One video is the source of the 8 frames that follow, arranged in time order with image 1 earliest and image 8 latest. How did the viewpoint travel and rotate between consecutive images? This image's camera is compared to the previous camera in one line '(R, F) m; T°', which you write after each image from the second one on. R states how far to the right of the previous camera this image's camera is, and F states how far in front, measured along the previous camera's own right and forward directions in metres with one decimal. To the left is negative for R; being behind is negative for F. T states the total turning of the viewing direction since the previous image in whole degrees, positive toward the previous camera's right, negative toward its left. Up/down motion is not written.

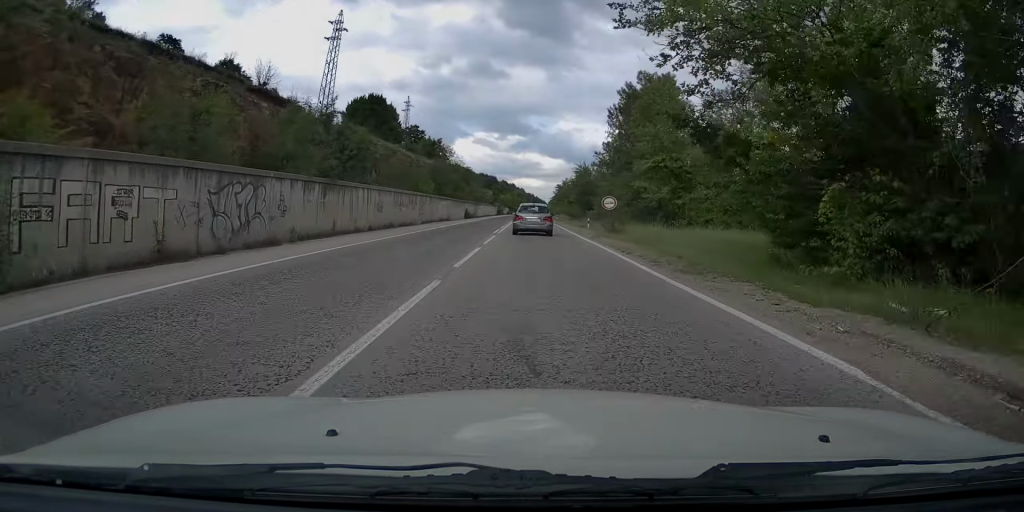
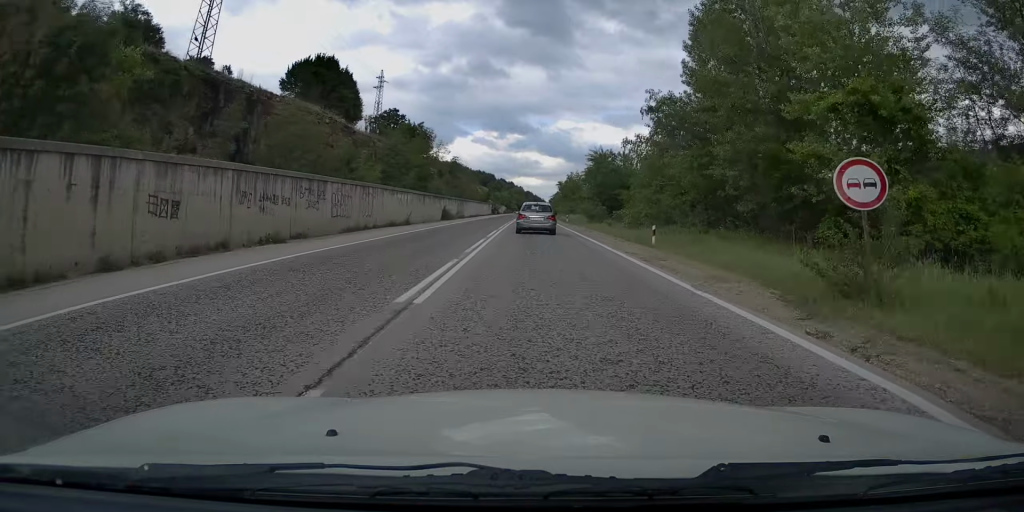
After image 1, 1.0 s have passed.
(0.0, +23.3) m; +1°
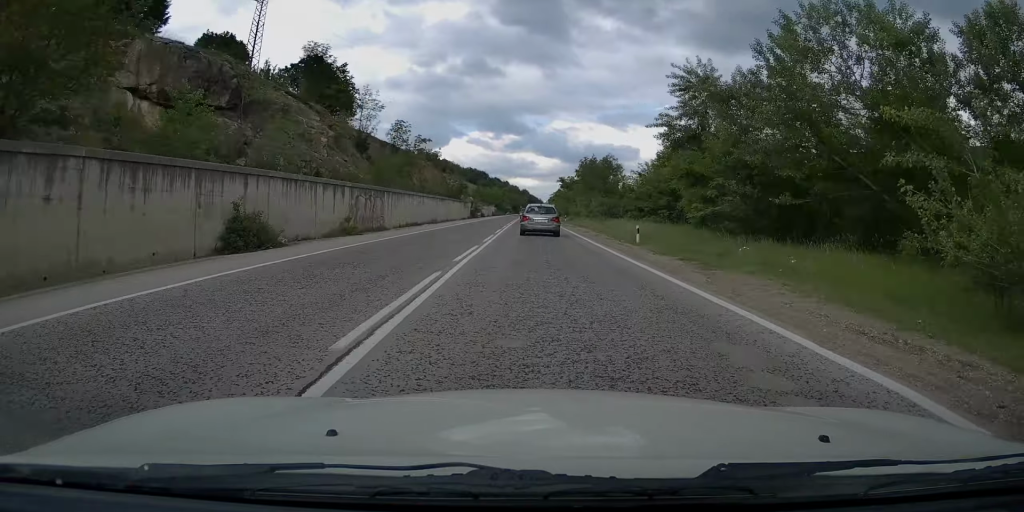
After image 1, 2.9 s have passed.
(+0.5, +46.8) m; +1°
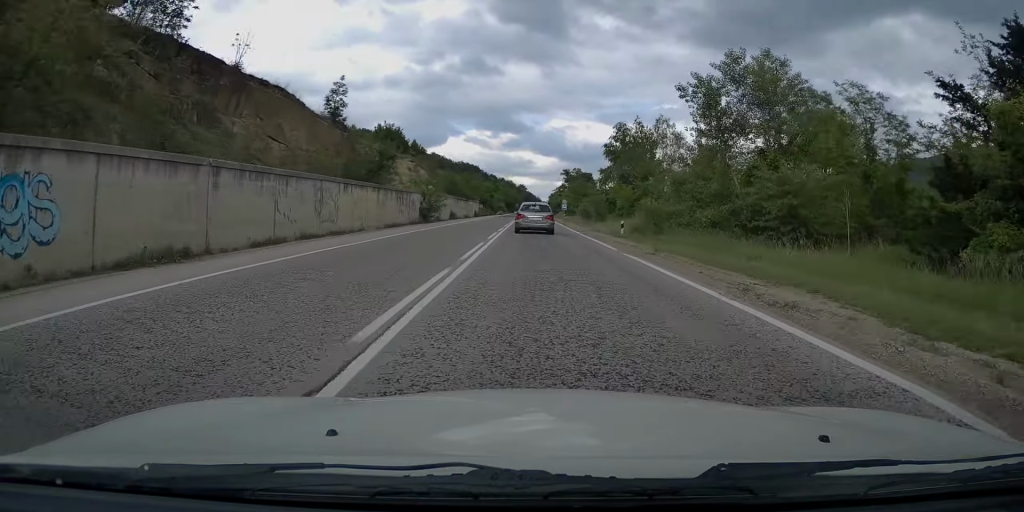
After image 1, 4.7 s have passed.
(+0.4, +44.4) m; +1°
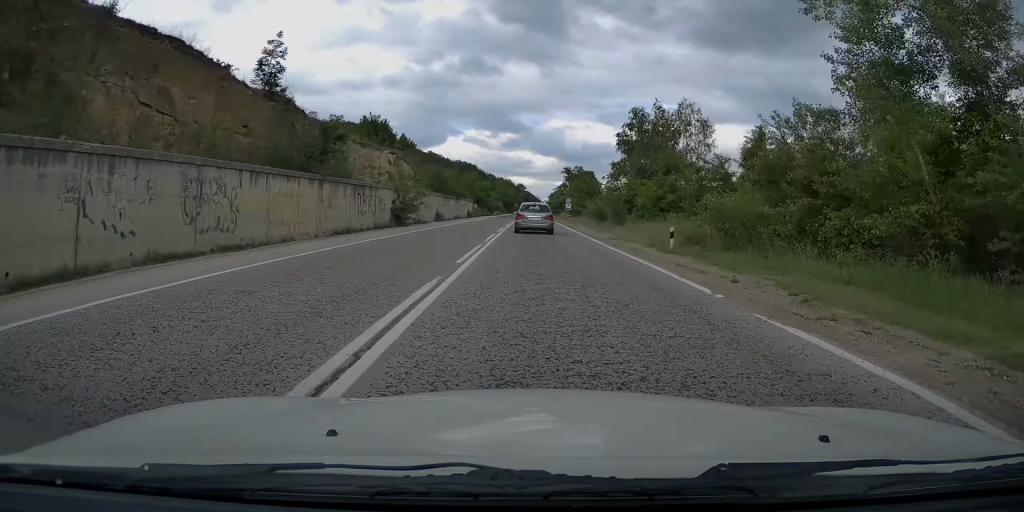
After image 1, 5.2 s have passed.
(0.0, +10.5) m; 0°
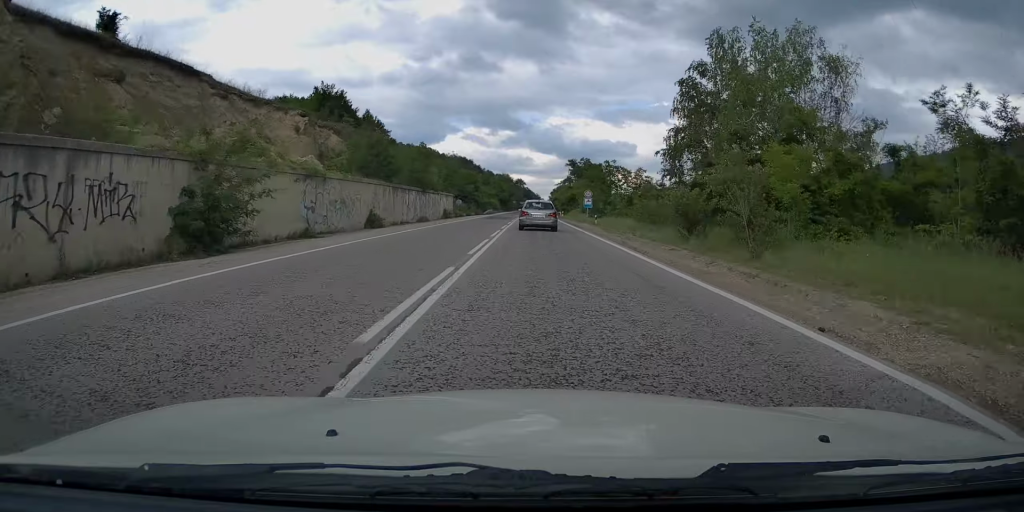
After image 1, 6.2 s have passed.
(0.0, +25.4) m; -1°
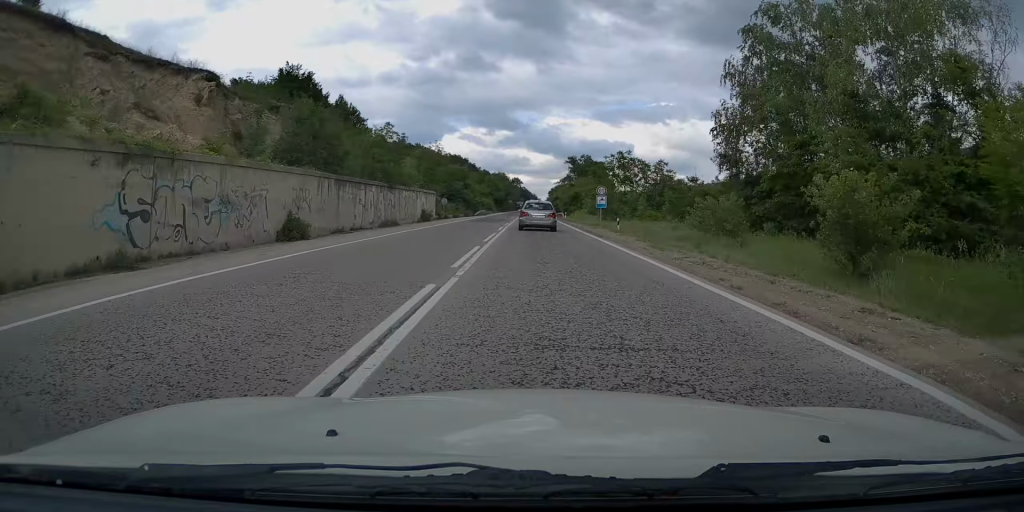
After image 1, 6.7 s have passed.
(-0.1, +11.7) m; 0°
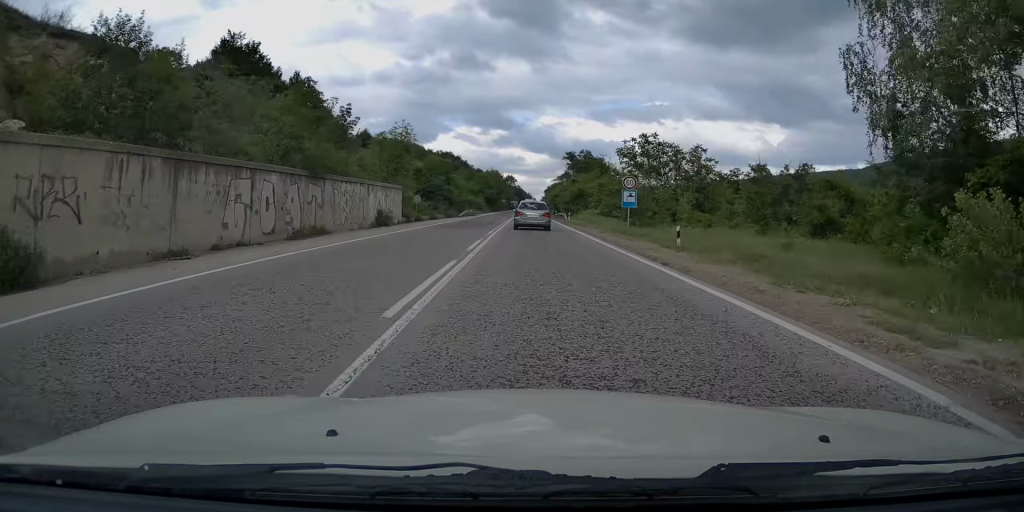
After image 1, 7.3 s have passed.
(-0.3, +13.9) m; 0°
